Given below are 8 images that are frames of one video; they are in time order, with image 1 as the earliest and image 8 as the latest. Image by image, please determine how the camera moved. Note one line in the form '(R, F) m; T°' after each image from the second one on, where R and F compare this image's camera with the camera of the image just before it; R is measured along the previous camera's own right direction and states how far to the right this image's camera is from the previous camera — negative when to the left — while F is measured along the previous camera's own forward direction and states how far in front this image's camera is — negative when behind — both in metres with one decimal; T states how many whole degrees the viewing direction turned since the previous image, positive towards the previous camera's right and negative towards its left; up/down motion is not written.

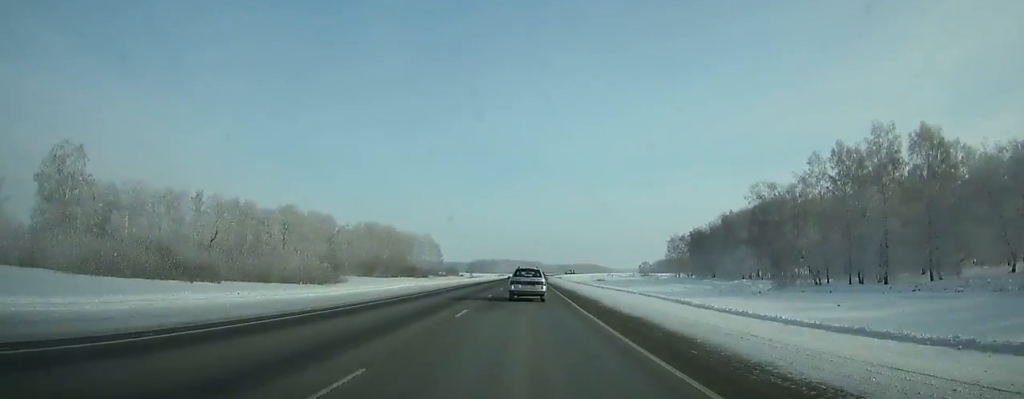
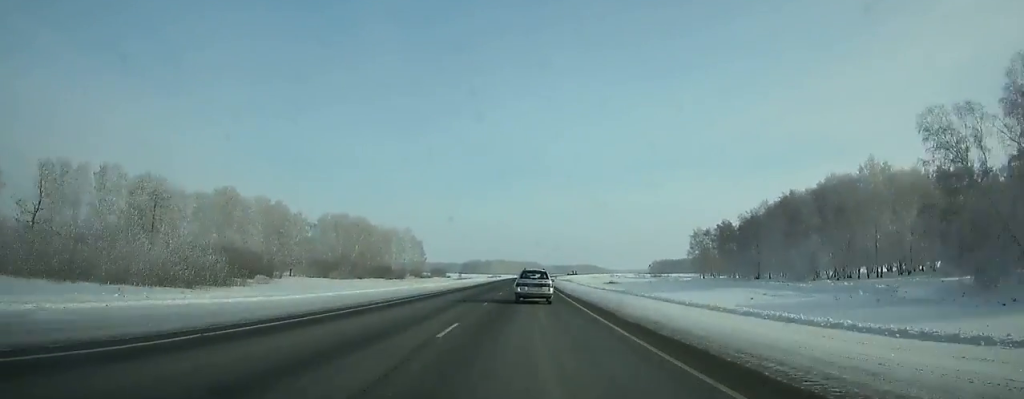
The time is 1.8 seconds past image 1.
(-0.1, +40.8) m; +1°
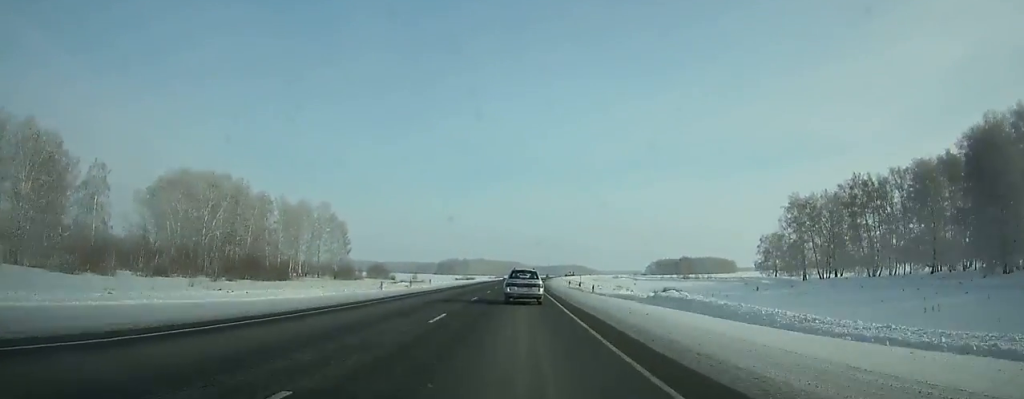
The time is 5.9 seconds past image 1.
(+1.2, +92.4) m; +1°
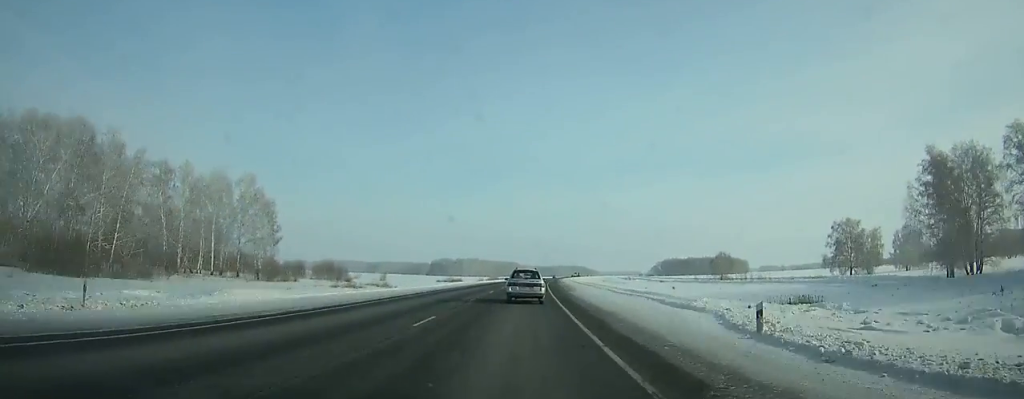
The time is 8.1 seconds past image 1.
(-0.1, +49.4) m; +1°
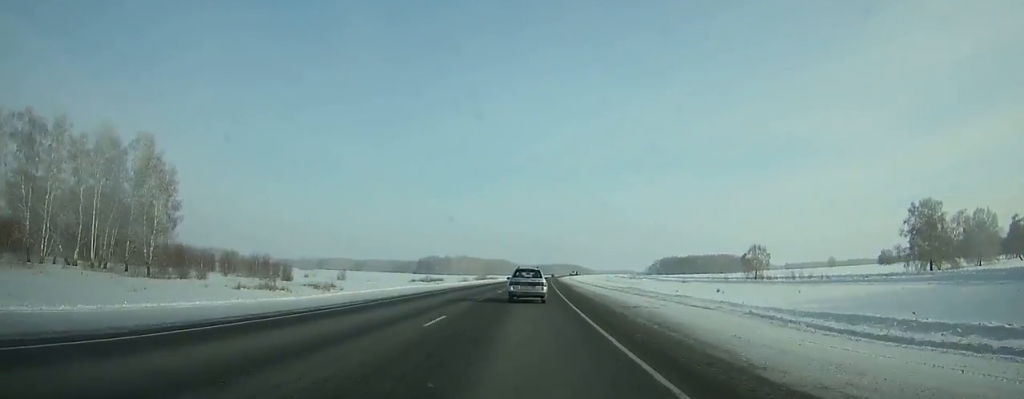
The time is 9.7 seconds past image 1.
(+0.4, +35.9) m; +1°
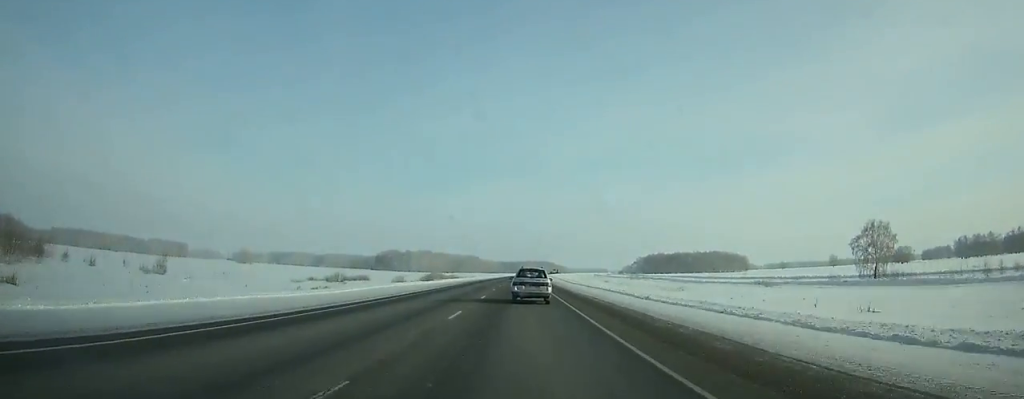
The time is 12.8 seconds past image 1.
(+1.5, +69.5) m; +2°
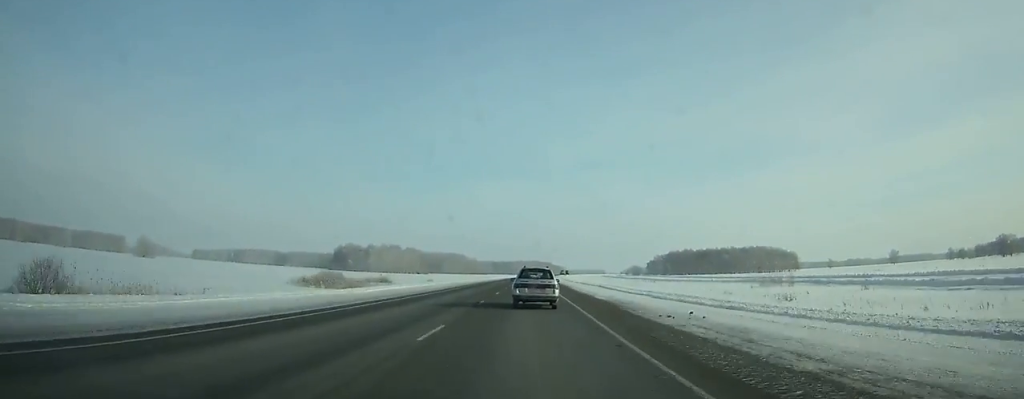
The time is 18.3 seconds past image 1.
(+1.5, +123.0) m; +1°
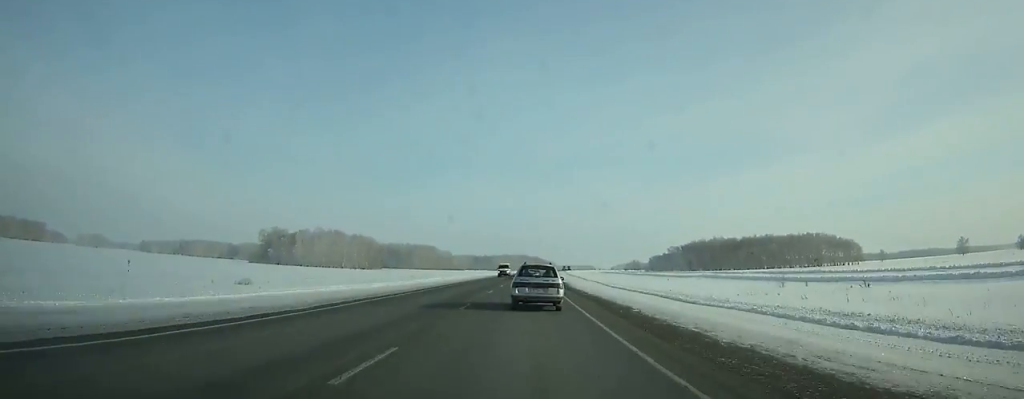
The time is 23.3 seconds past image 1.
(+1.2, +112.4) m; +1°
